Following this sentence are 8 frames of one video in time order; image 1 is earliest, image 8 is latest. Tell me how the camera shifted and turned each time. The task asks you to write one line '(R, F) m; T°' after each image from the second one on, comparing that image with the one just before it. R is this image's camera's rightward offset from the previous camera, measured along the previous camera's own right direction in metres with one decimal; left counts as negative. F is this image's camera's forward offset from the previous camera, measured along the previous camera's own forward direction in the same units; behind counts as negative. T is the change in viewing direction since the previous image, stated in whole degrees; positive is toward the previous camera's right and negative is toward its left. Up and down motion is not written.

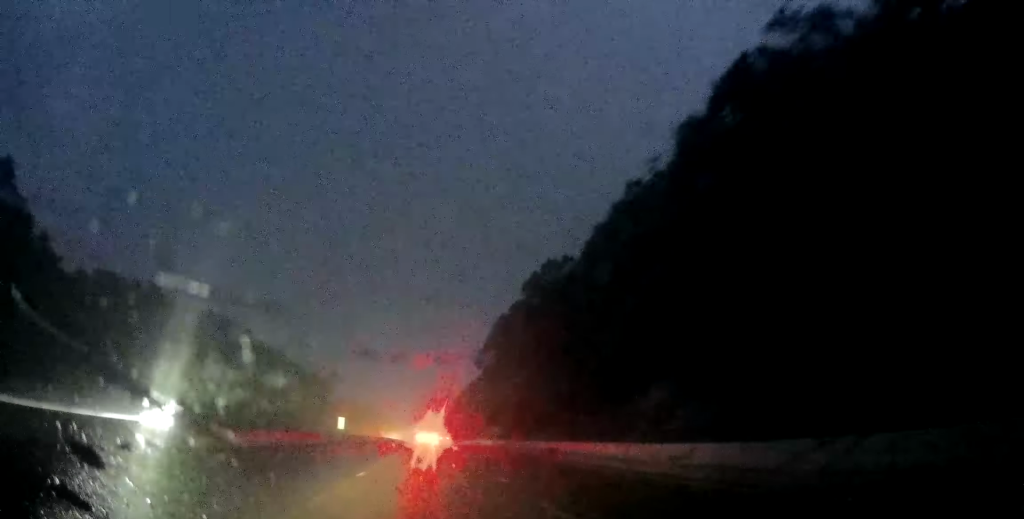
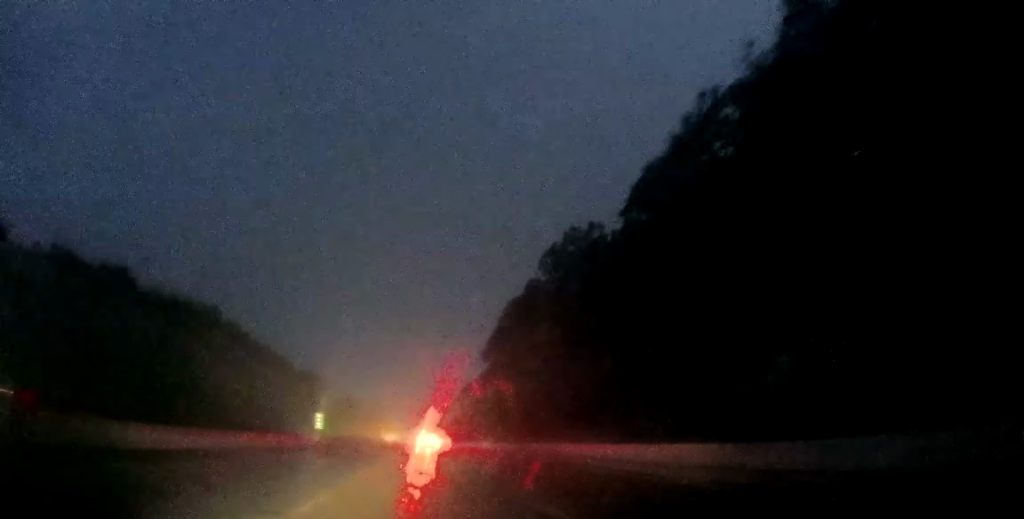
(0.0, +12.5) m; 0°
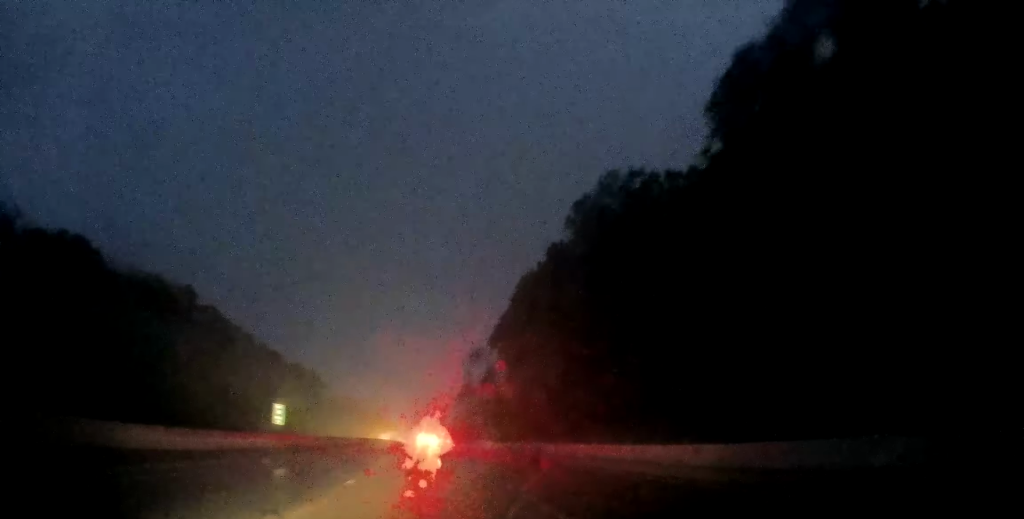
(0.0, +13.5) m; 0°
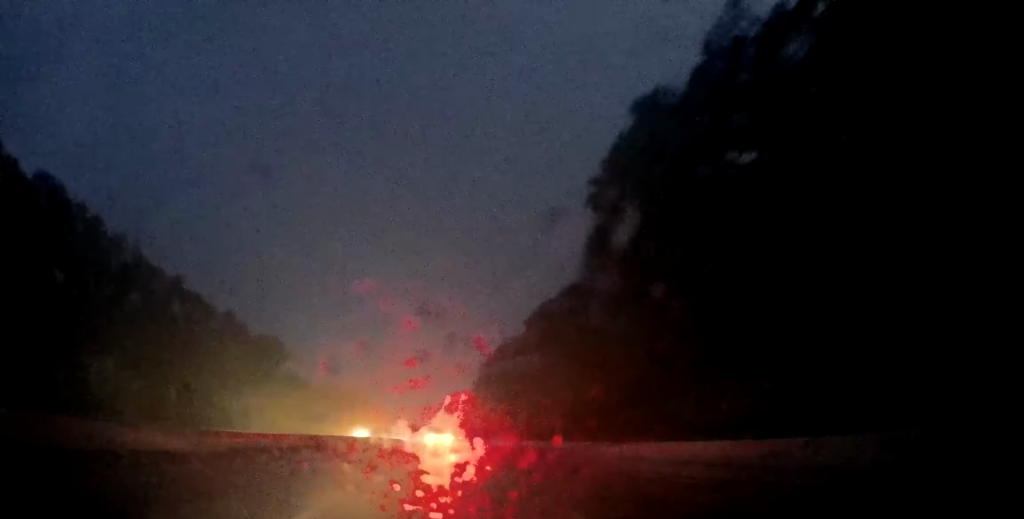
(-0.1, +61.5) m; 0°
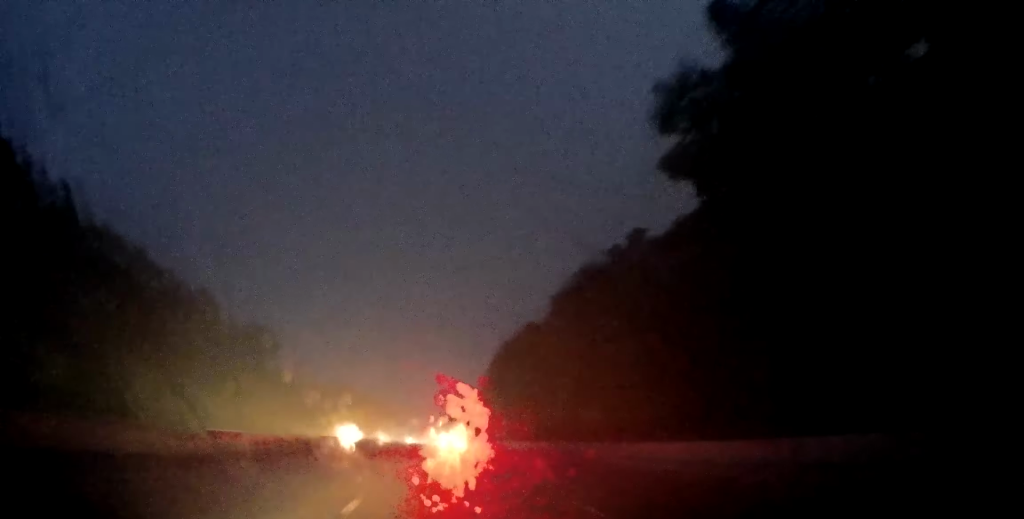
(+0.1, +15.8) m; 0°
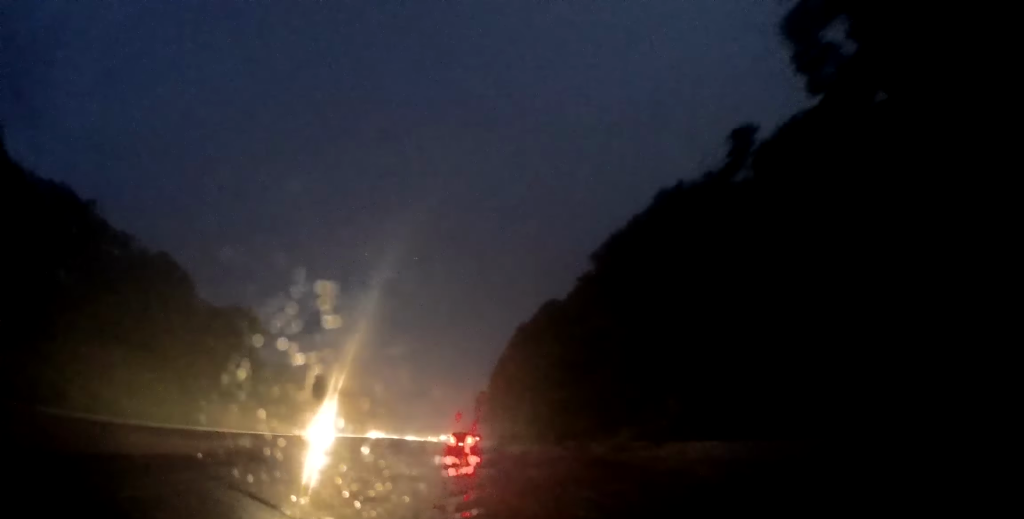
(-0.3, +15.9) m; 0°
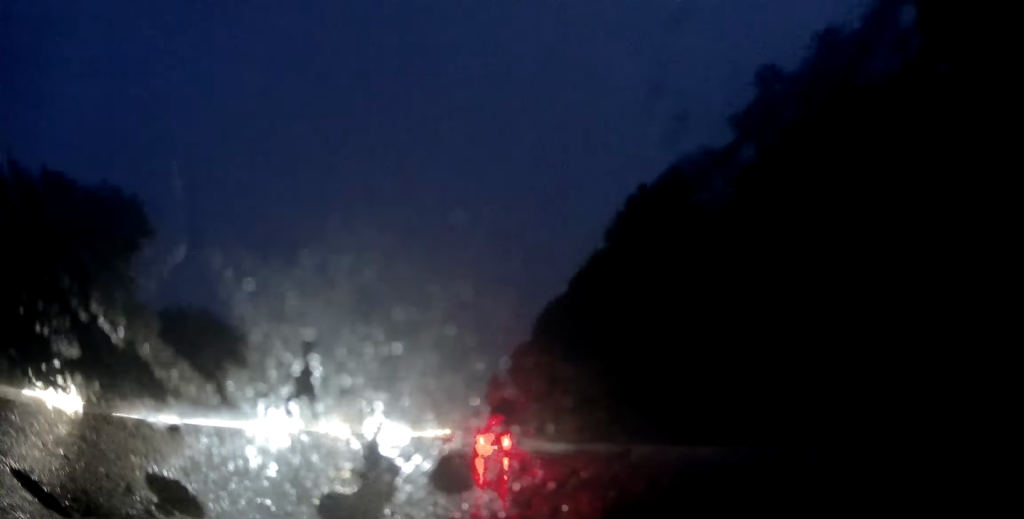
(+0.1, +54.9) m; 0°
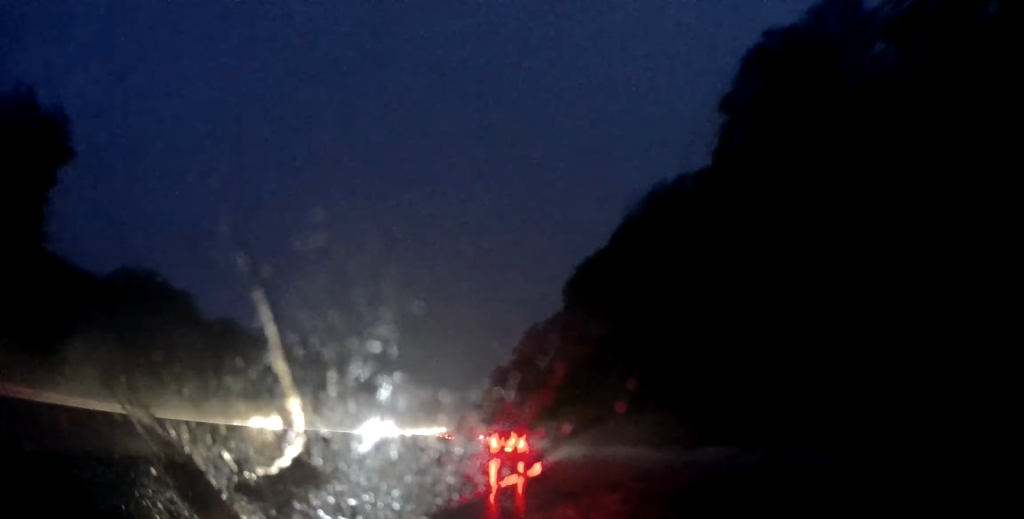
(-0.3, +20.0) m; 0°
